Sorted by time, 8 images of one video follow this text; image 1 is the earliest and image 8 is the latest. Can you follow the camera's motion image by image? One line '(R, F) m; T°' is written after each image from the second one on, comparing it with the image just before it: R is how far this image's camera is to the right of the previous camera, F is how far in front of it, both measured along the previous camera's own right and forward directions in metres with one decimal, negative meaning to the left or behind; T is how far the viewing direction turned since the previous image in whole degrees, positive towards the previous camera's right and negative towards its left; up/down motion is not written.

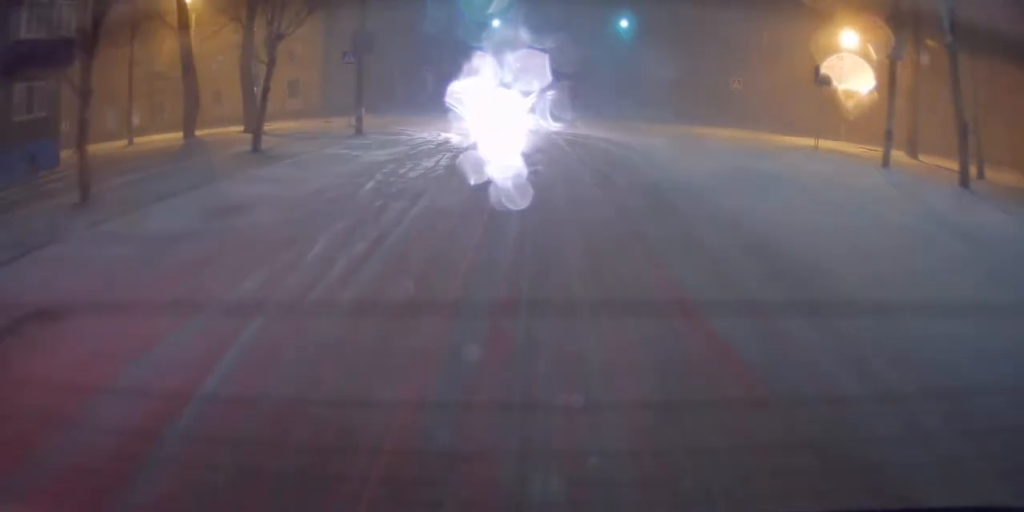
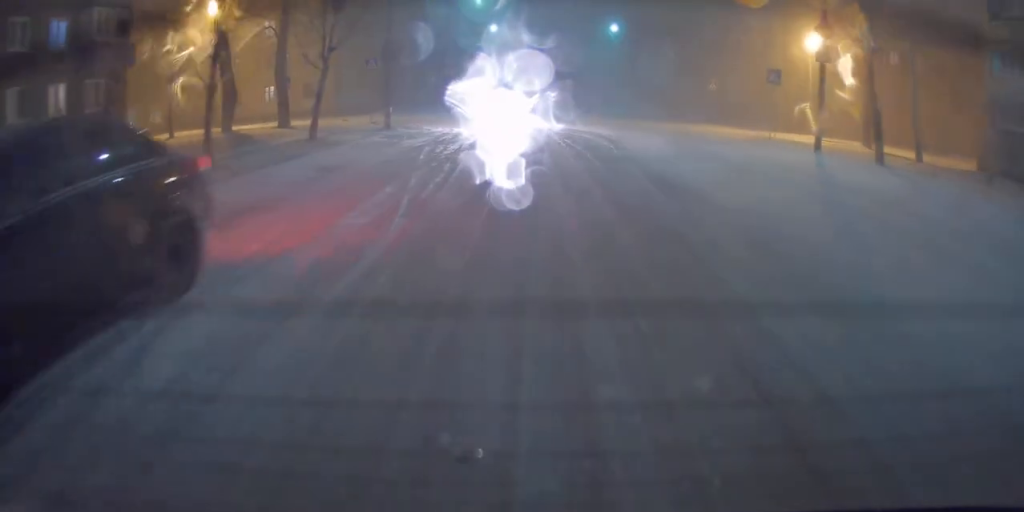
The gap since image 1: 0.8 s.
(-0.3, +4.6) m; 0°
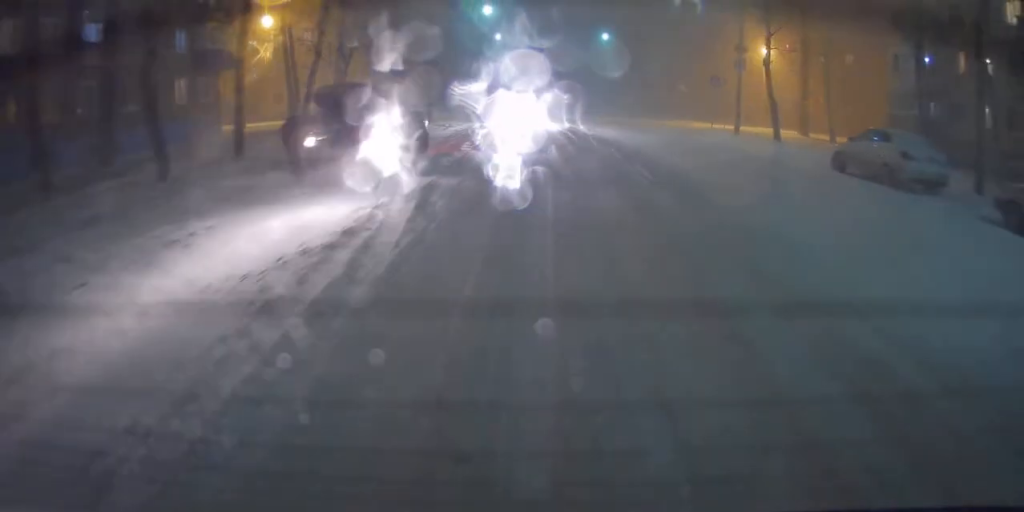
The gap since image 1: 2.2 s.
(+0.5, +9.3) m; +5°
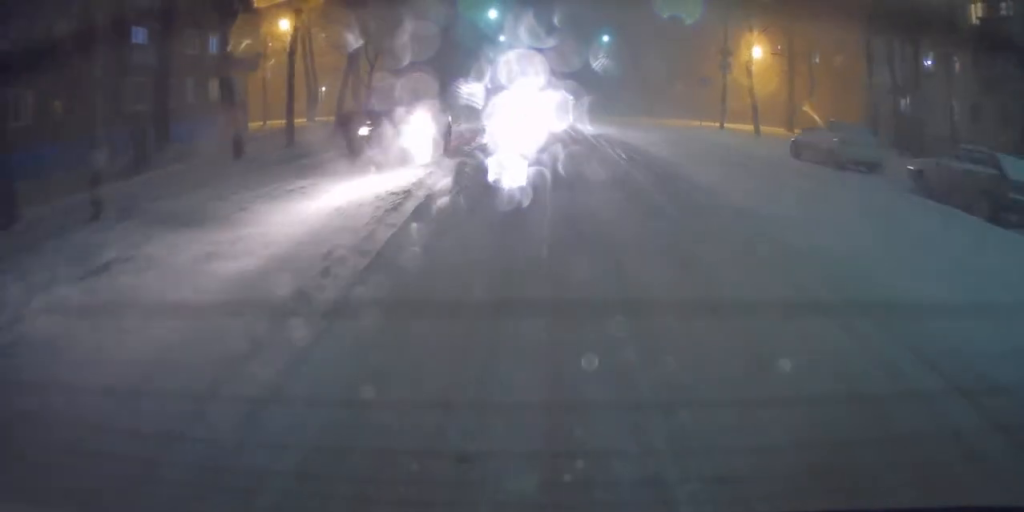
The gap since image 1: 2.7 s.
(0.0, +3.1) m; -1°
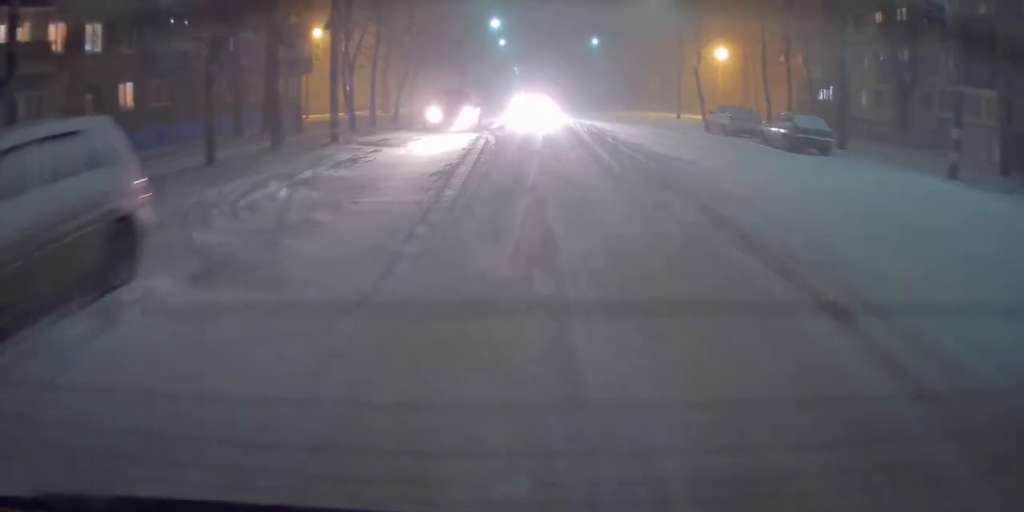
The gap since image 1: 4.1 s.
(-0.3, +9.9) m; 0°
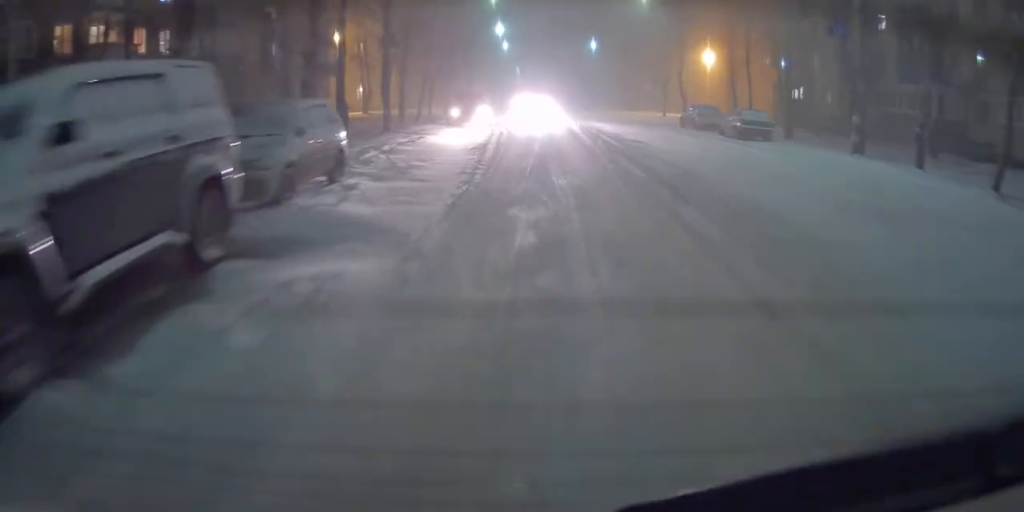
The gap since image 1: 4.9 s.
(+0.3, +5.6) m; -1°
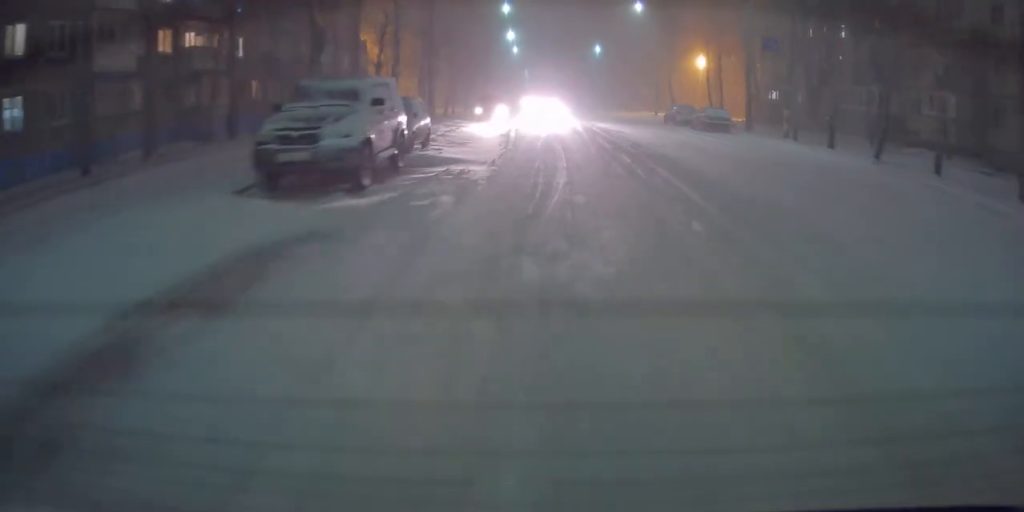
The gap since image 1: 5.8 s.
(-0.2, +7.0) m; 0°
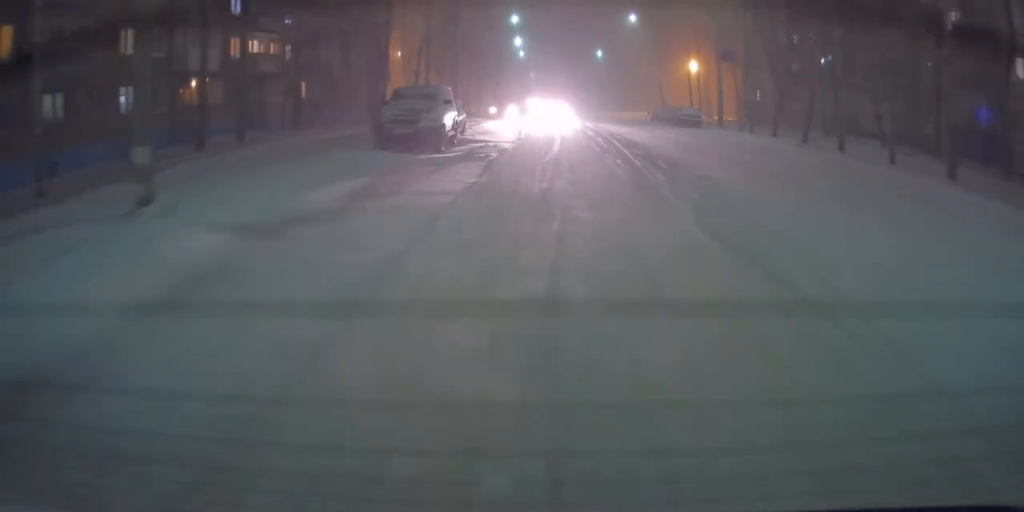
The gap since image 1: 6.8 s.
(+0.2, +7.0) m; 0°
